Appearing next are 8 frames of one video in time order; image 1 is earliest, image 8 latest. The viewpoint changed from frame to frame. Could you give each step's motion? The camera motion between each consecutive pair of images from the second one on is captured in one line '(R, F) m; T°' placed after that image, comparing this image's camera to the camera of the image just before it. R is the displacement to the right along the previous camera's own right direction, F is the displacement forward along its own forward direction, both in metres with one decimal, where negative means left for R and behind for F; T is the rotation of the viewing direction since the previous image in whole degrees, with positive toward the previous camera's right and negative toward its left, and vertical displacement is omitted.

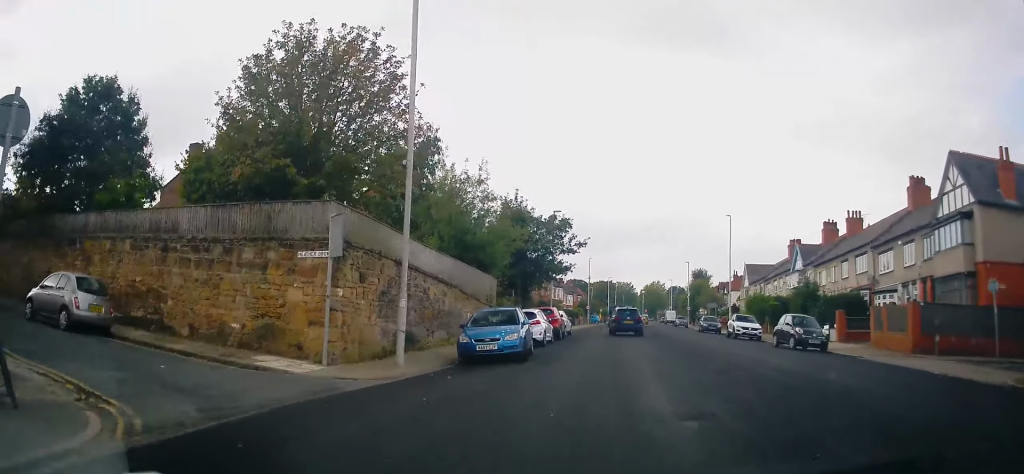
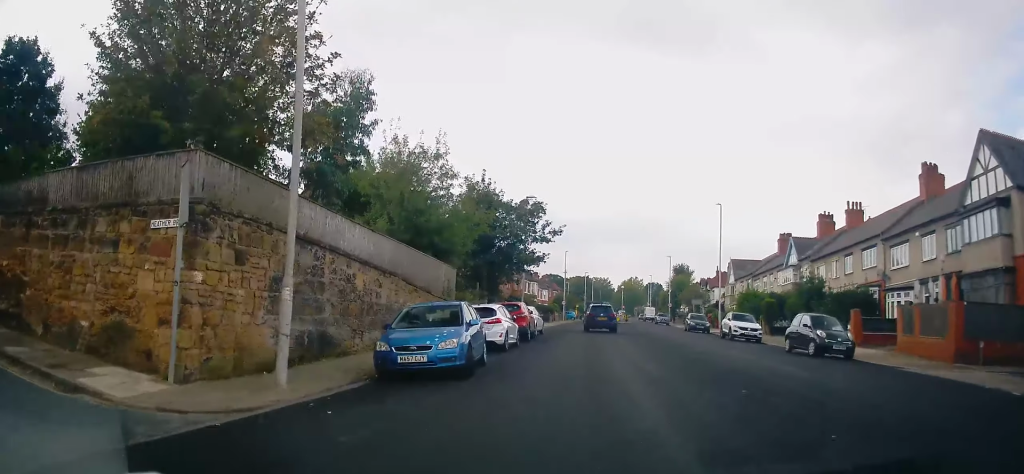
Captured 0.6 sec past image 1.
(+0.2, +4.7) m; +2°
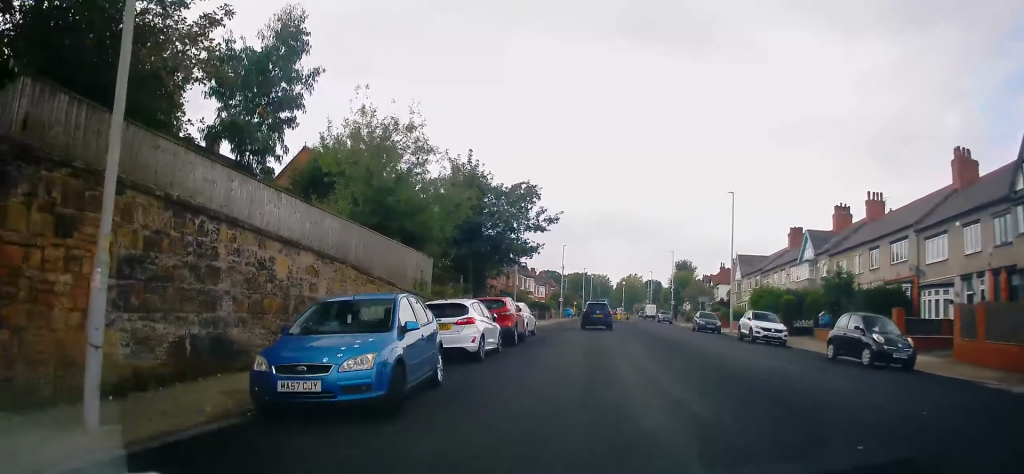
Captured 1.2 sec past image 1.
(0.0, +4.3) m; 0°
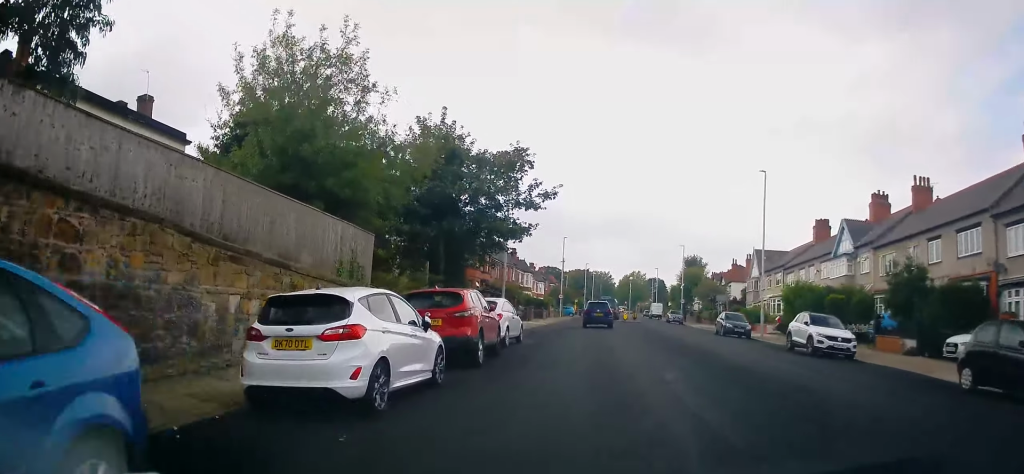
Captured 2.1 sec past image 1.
(0.0, +7.3) m; 0°
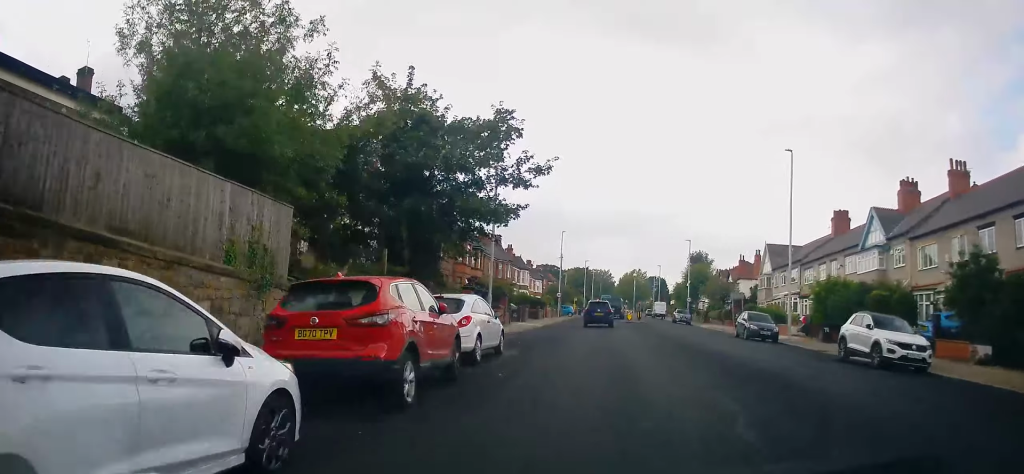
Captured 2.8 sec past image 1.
(0.0, +5.0) m; 0°
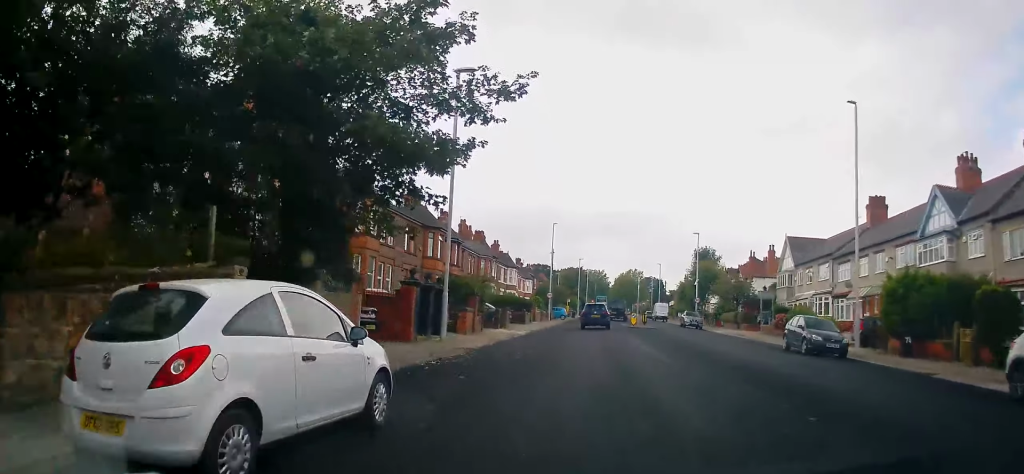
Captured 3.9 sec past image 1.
(0.0, +8.9) m; 0°
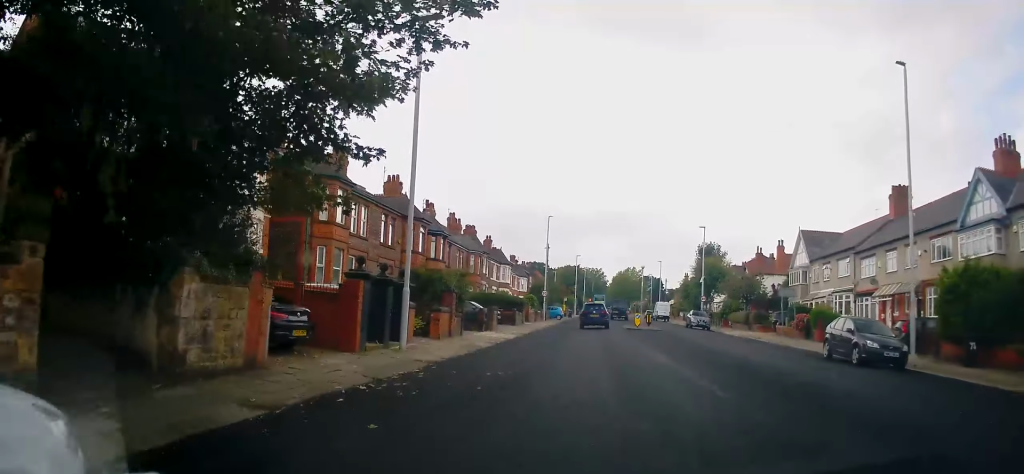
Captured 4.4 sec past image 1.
(0.0, +4.6) m; 0°
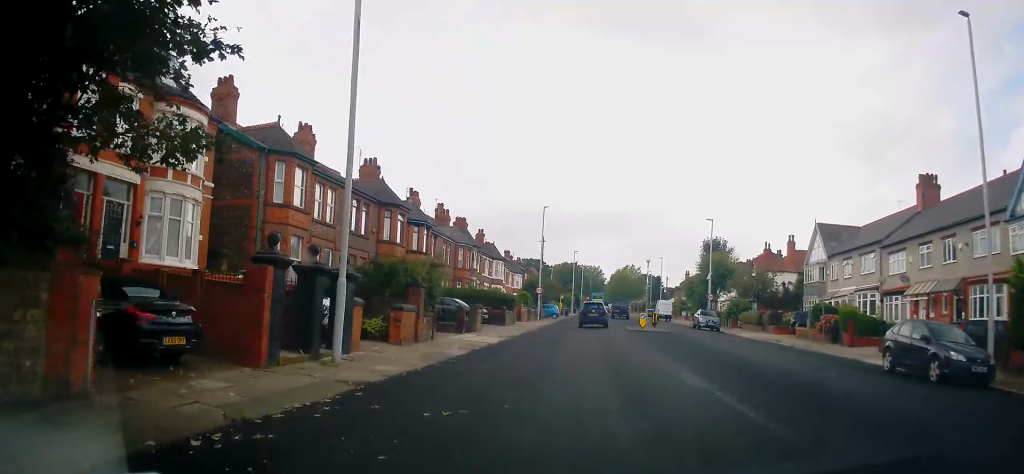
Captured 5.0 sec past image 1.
(0.0, +4.6) m; +2°
